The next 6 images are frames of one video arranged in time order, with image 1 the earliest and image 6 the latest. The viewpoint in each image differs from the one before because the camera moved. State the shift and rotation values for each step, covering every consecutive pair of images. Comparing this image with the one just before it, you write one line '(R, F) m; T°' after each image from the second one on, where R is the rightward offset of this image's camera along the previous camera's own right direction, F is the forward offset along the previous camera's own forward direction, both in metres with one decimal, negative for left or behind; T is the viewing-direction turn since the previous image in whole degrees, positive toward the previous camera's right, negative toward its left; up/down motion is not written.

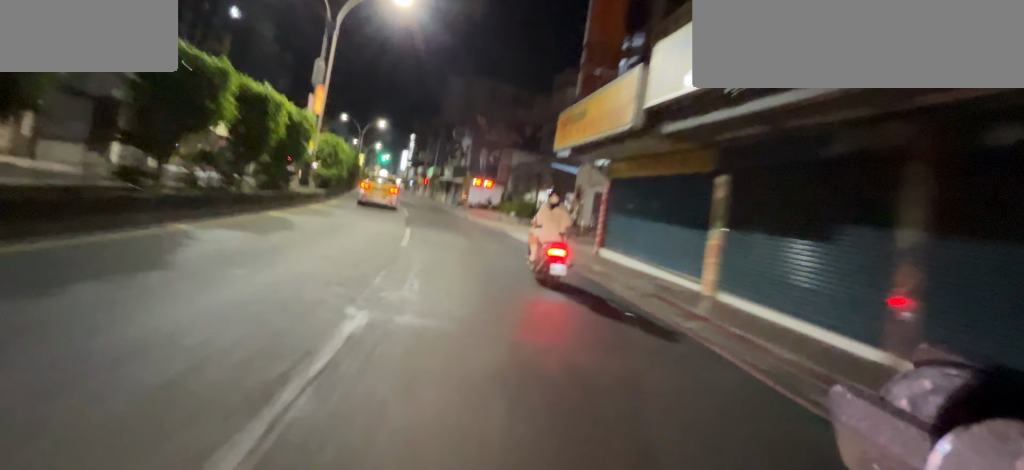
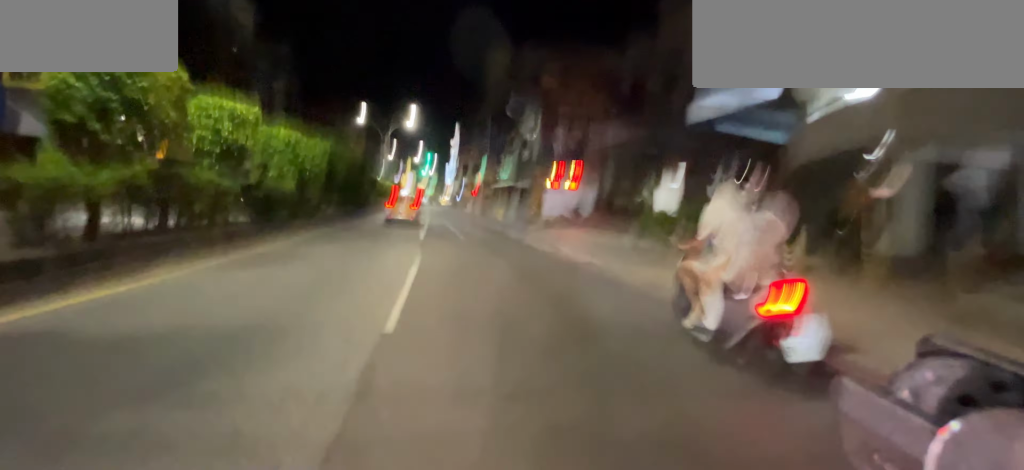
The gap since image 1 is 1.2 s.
(-0.6, +15.9) m; -3°
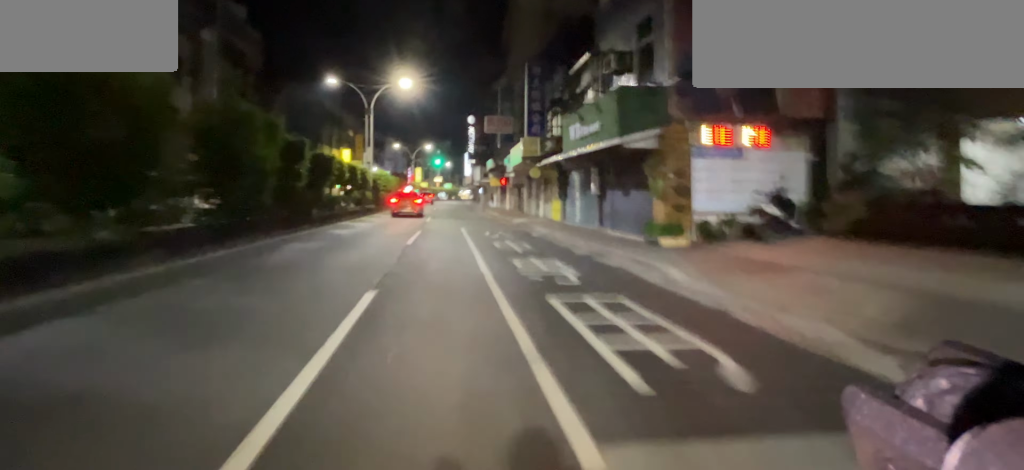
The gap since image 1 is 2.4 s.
(-0.3, +14.7) m; -3°
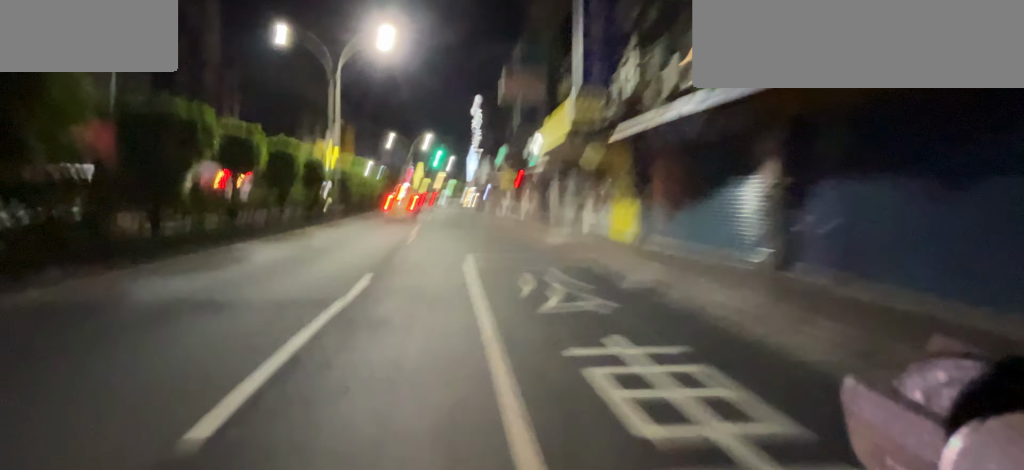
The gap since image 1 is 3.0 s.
(-0.2, +8.7) m; -1°
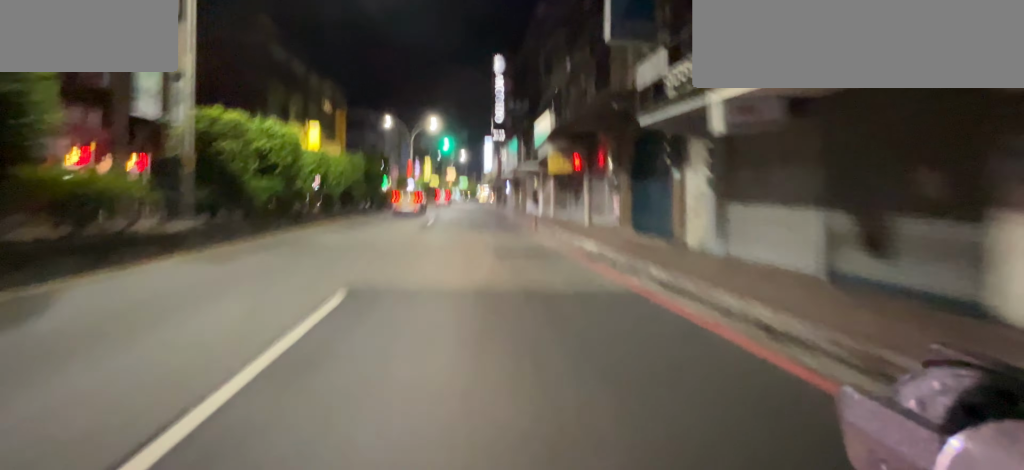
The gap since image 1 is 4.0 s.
(0.0, +12.3) m; -1°
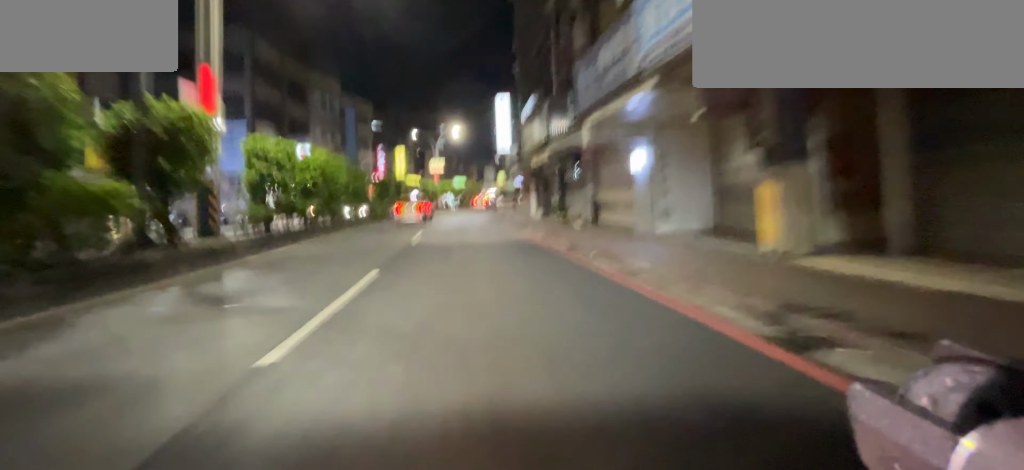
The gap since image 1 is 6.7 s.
(-0.3, +36.1) m; +1°
